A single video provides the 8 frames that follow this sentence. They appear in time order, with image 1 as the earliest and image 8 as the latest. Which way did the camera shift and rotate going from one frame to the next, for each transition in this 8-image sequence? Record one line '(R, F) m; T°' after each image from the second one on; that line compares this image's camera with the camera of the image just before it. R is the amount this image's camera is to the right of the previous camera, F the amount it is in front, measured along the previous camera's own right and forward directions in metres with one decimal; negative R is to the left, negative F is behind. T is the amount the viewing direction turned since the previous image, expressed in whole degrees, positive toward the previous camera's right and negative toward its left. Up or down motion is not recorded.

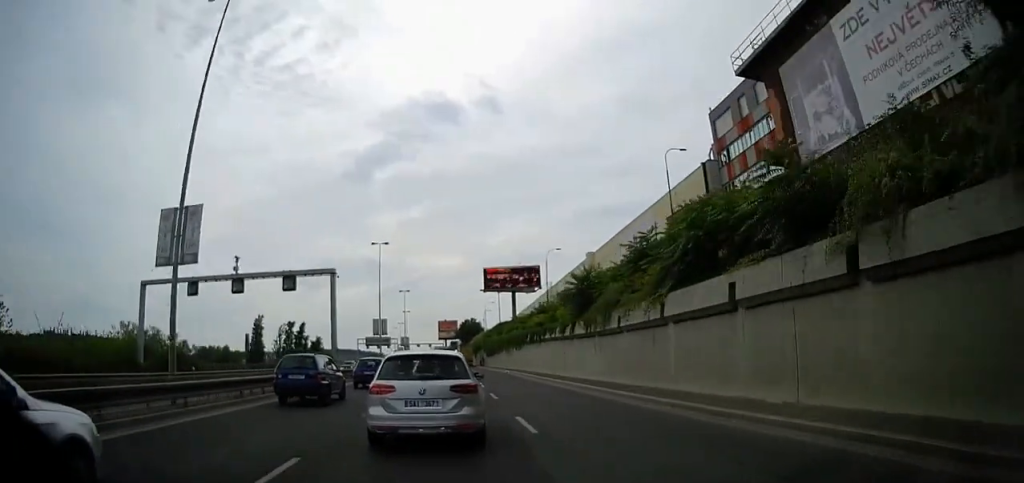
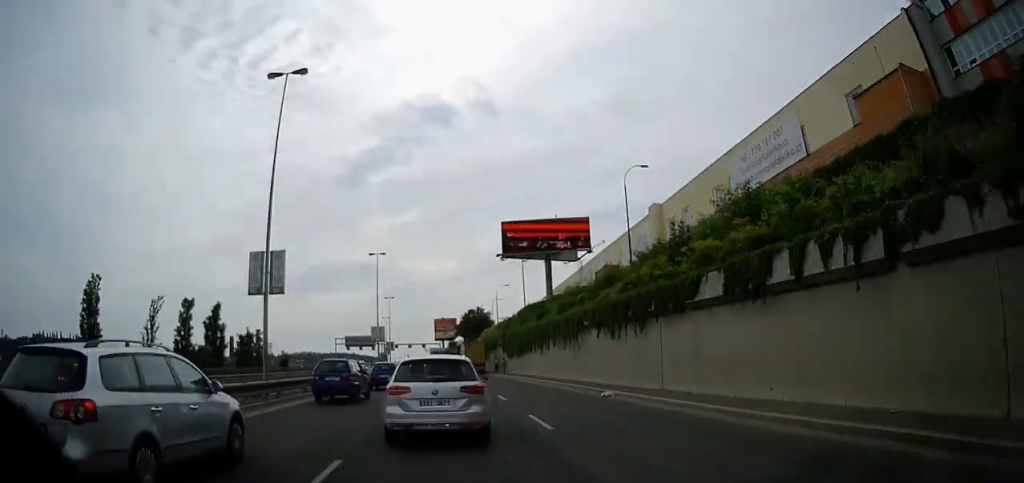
(+0.1, +32.3) m; 0°
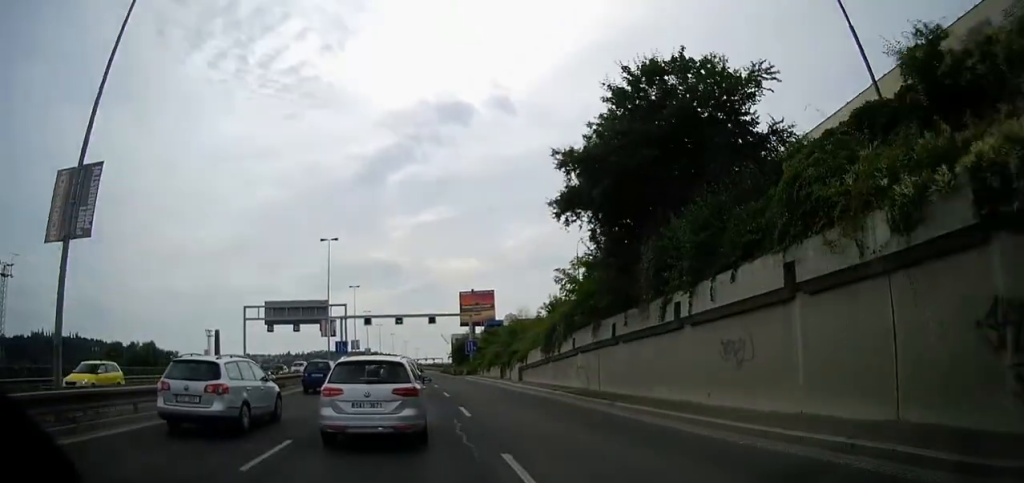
(-0.6, +53.8) m; -2°
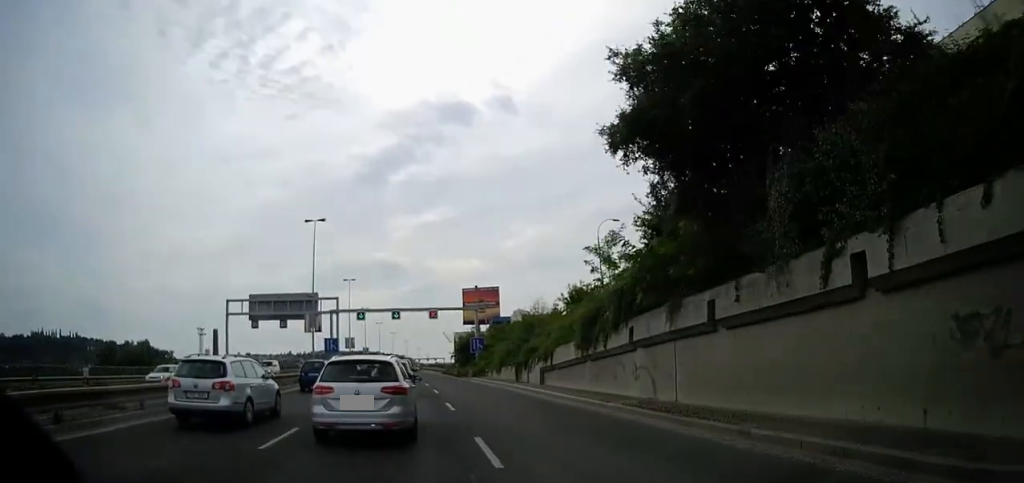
(-0.1, +12.6) m; -1°
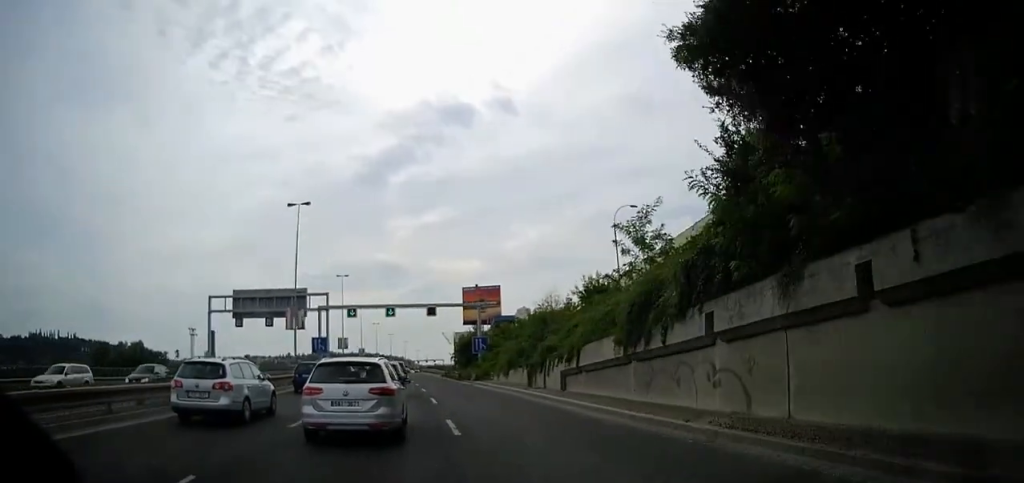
(0.0, +7.3) m; -1°
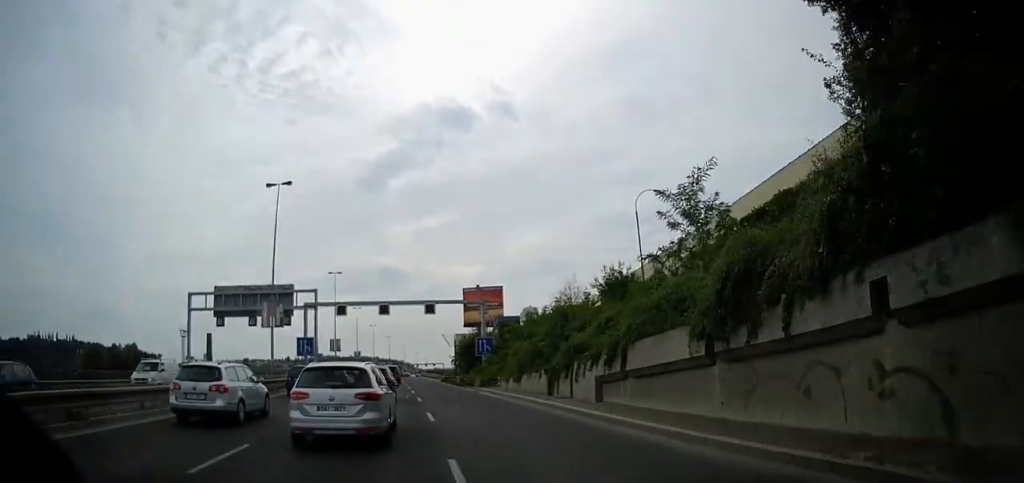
(0.0, +7.3) m; -1°
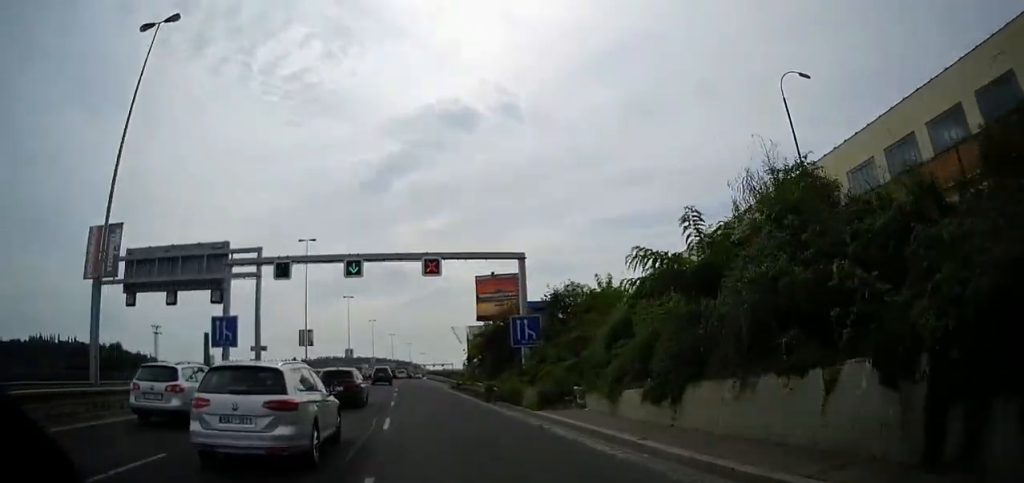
(-0.3, +20.8) m; -1°
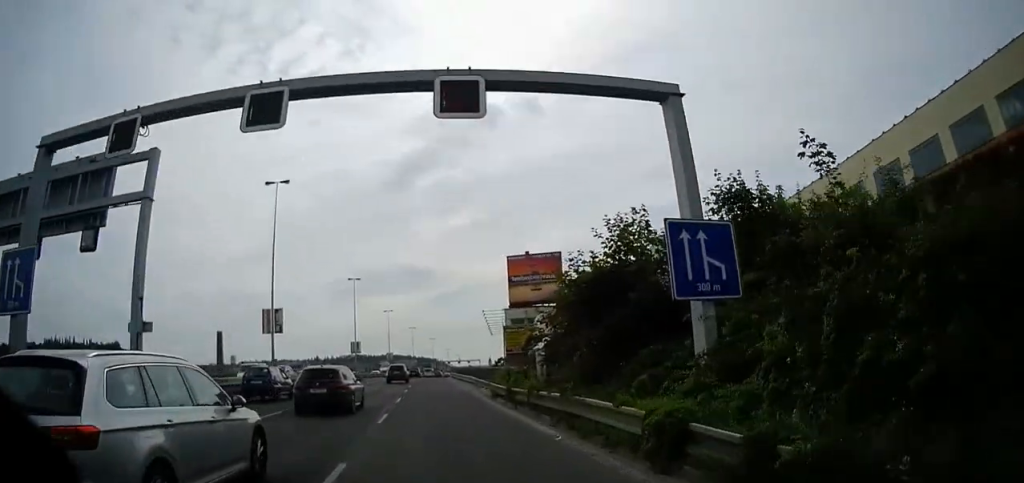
(0.0, +15.6) m; -1°
